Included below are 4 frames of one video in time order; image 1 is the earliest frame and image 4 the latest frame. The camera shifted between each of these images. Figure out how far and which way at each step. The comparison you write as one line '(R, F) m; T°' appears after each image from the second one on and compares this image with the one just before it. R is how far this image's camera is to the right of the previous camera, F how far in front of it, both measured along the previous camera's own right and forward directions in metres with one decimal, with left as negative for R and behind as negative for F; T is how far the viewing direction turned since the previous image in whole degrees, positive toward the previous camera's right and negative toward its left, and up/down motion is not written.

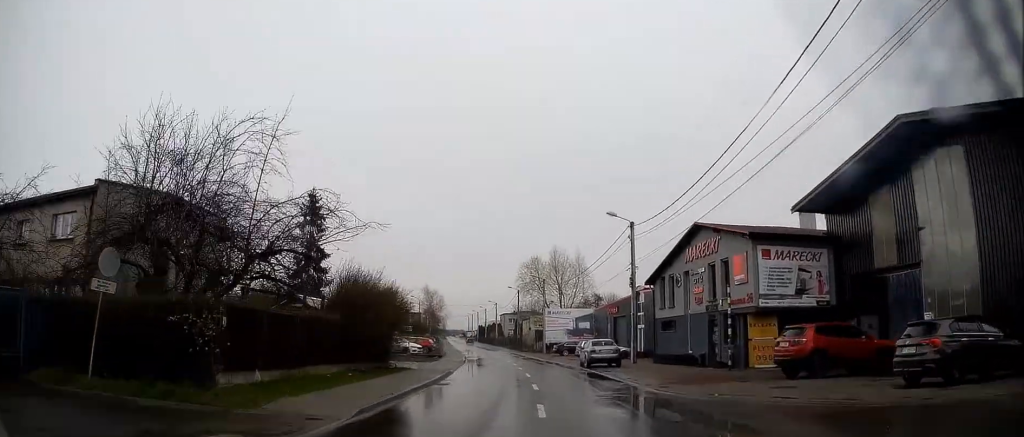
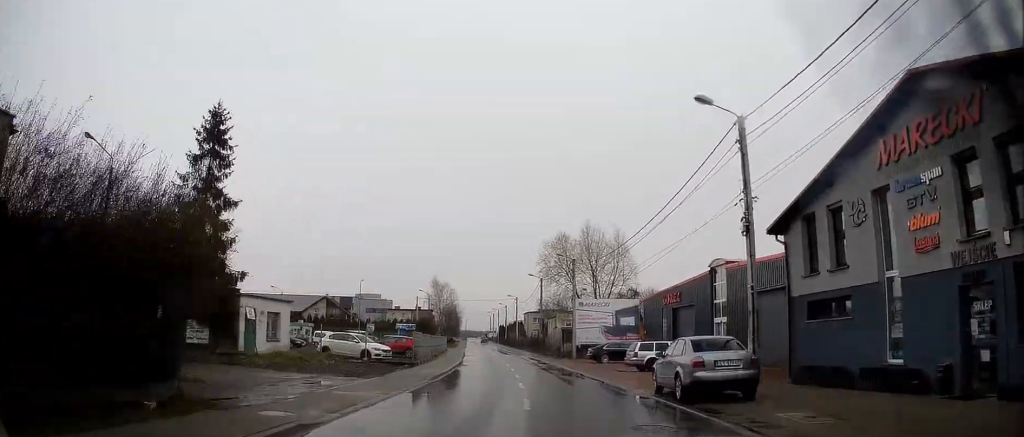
(-0.7, +17.8) m; -3°
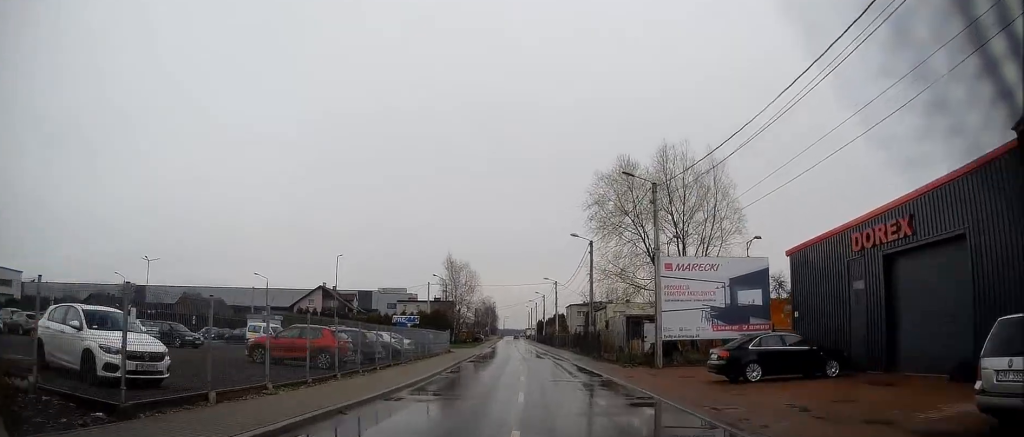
(-0.6, +24.5) m; -3°
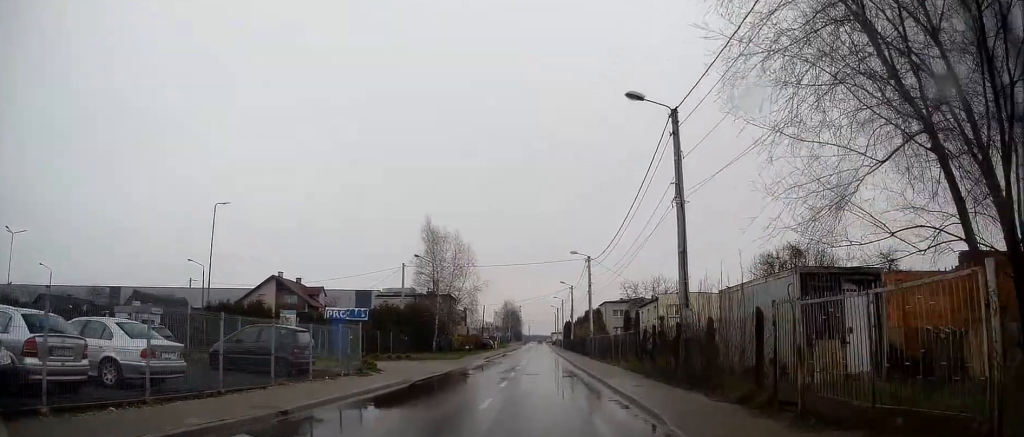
(-0.3, +26.7) m; -3°
